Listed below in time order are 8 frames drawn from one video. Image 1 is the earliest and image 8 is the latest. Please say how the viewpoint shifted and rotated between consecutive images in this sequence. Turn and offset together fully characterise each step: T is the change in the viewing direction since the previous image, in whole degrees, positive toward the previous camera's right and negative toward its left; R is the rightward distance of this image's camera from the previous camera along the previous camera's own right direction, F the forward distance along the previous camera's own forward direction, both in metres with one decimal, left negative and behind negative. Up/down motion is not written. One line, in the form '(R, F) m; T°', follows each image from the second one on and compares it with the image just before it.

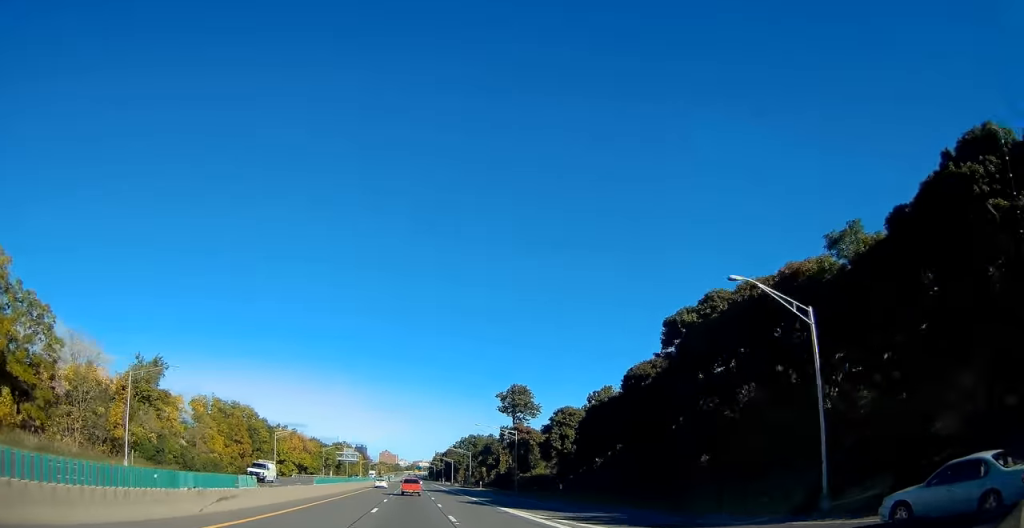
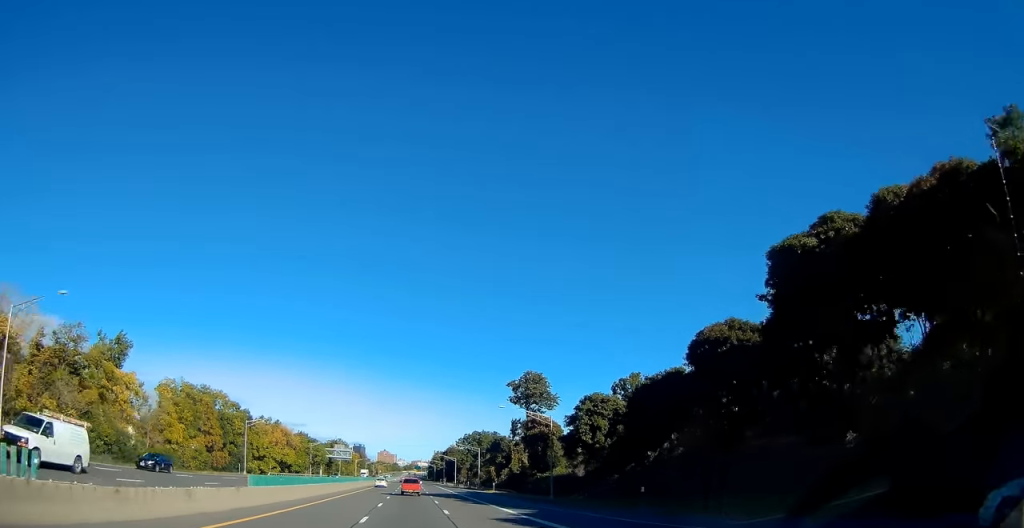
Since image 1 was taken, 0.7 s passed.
(-0.1, +19.4) m; -1°
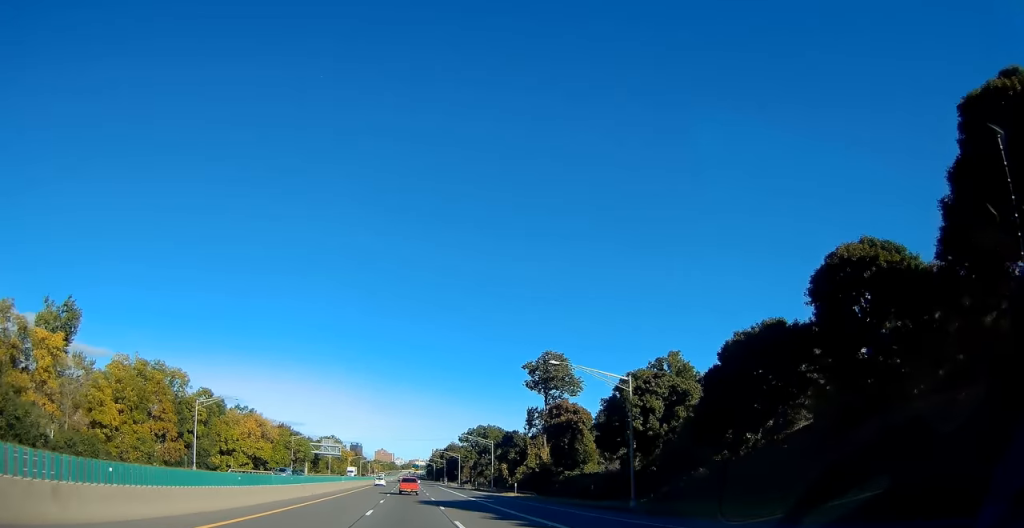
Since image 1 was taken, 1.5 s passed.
(-0.3, +20.5) m; +1°
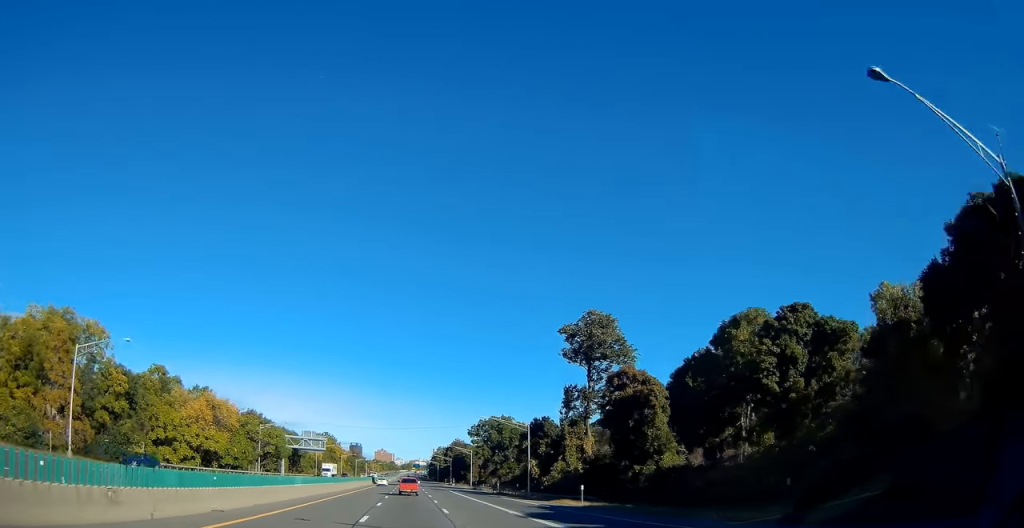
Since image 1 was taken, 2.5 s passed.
(+0.5, +28.1) m; +1°
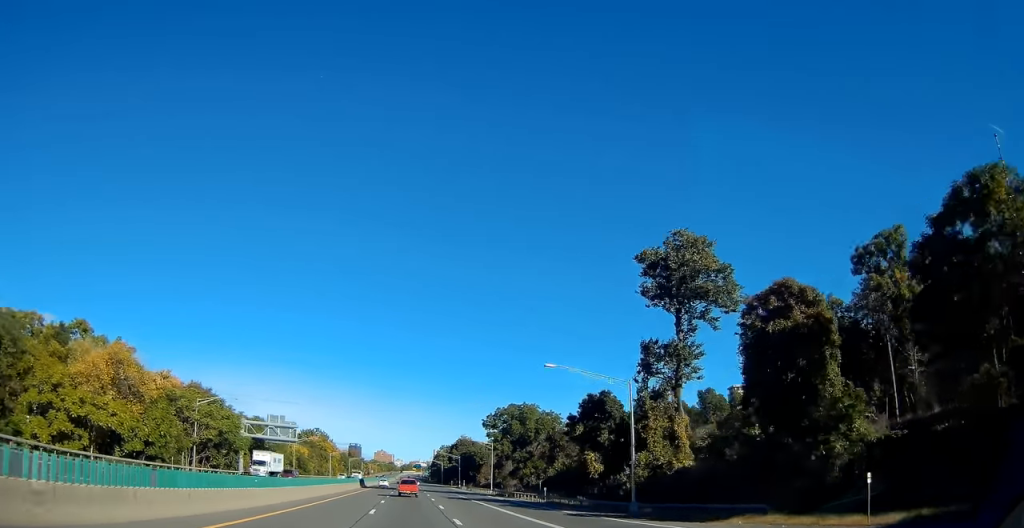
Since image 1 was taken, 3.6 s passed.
(-0.2, +30.1) m; -1°
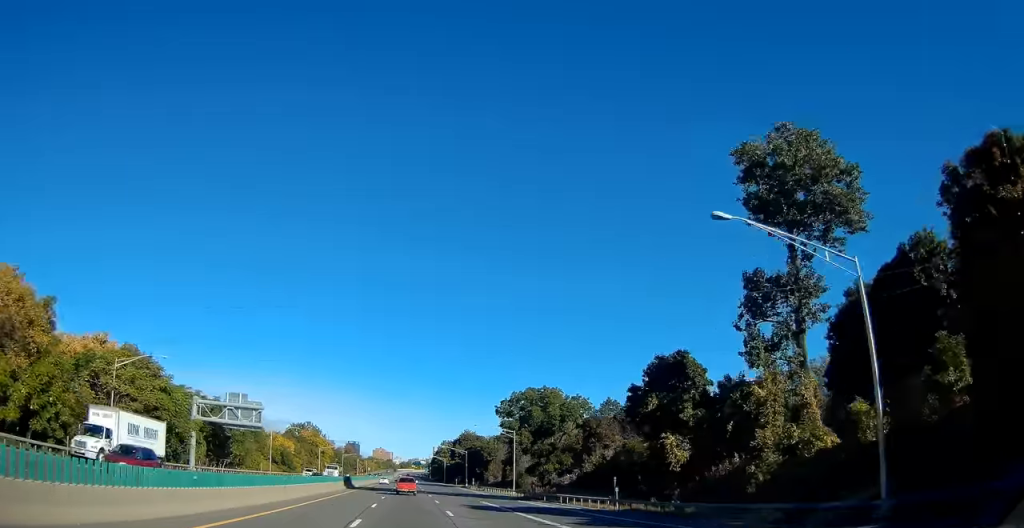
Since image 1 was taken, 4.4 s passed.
(-0.1, +20.3) m; 0°
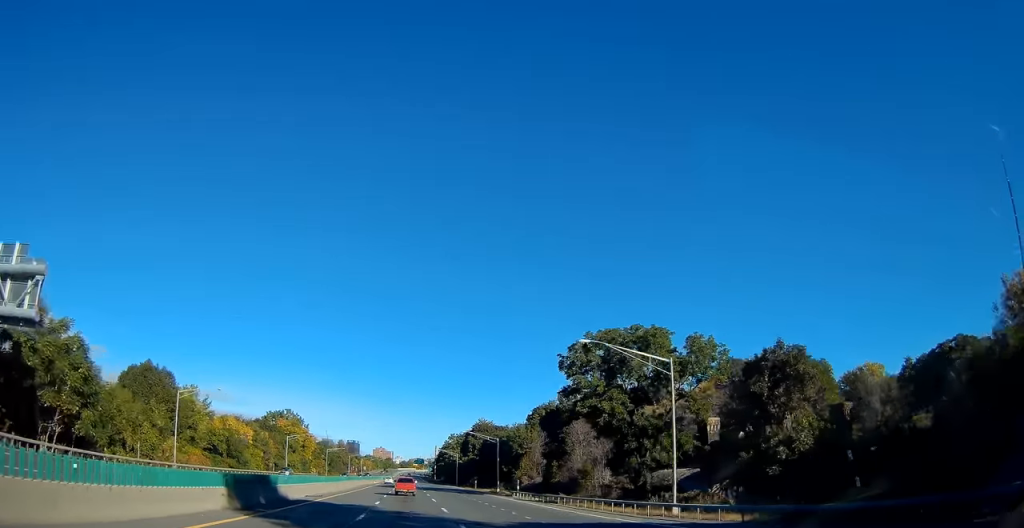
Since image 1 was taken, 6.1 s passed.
(+0.4, +45.3) m; +1°
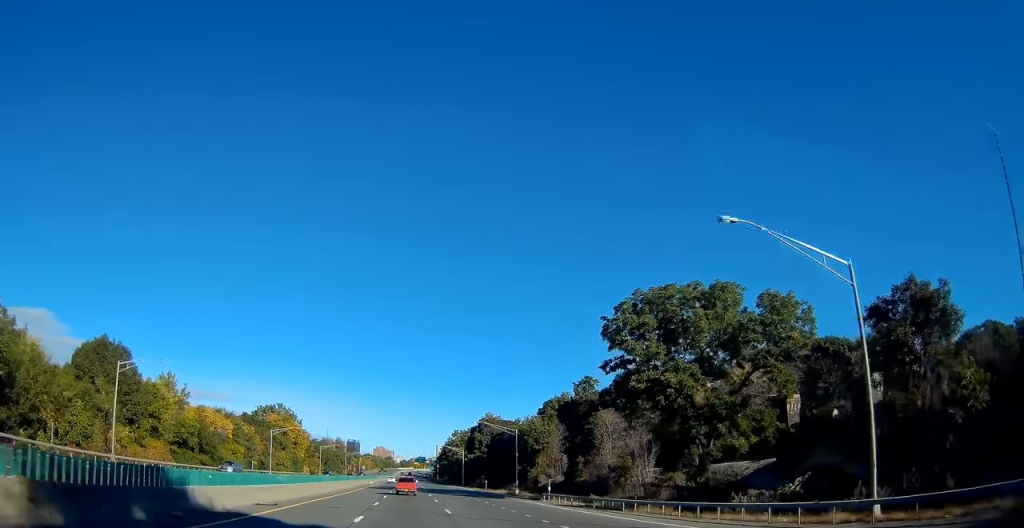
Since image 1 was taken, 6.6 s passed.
(+0.2, +14.0) m; 0°
